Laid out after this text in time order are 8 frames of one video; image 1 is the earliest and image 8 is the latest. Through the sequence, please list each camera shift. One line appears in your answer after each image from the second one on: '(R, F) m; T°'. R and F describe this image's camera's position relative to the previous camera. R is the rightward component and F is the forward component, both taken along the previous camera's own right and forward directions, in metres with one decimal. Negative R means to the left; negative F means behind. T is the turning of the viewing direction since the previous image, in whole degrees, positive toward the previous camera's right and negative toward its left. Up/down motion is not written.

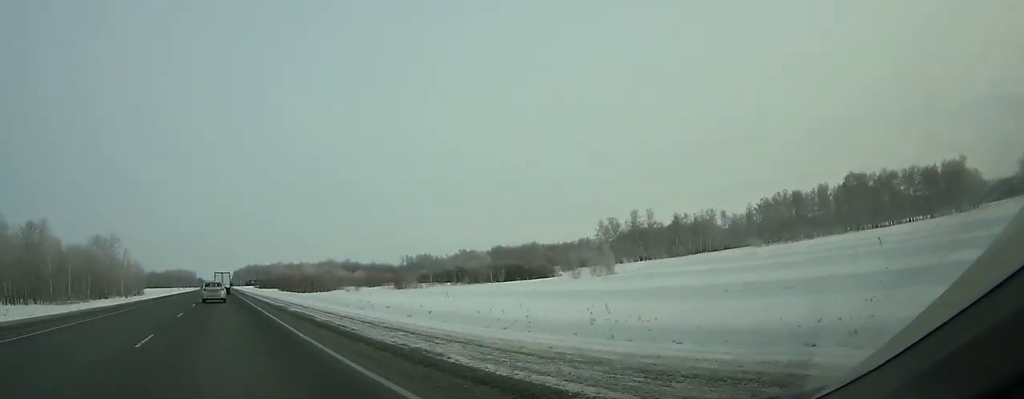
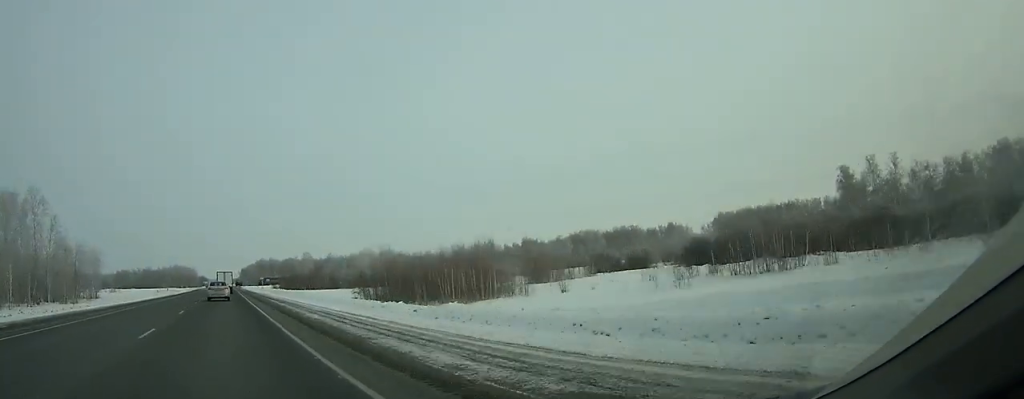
(+0.3, +93.9) m; 0°
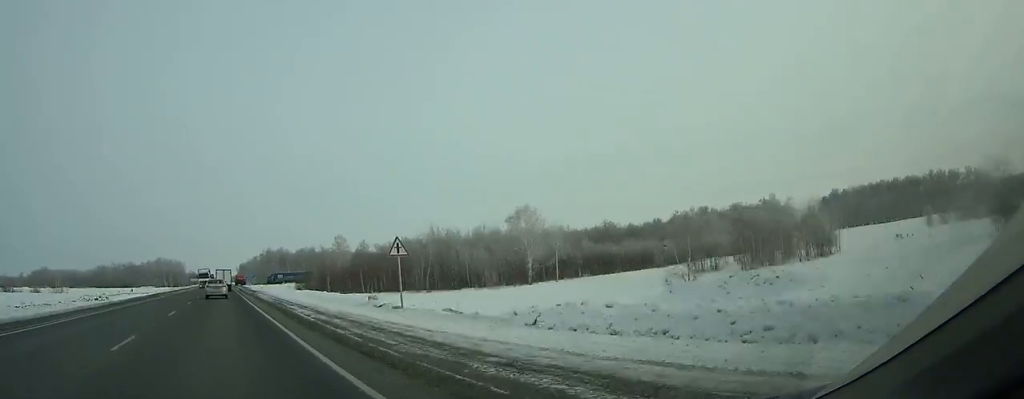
(-0.5, +86.1) m; 0°
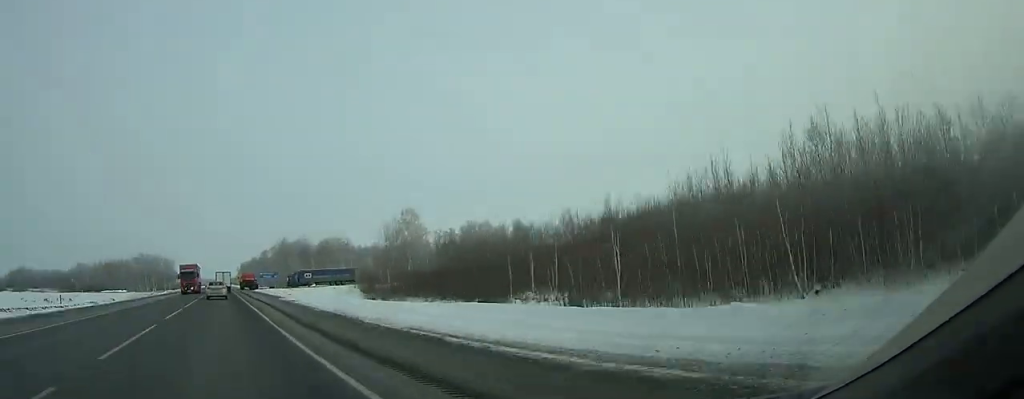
(+0.2, +71.9) m; 0°
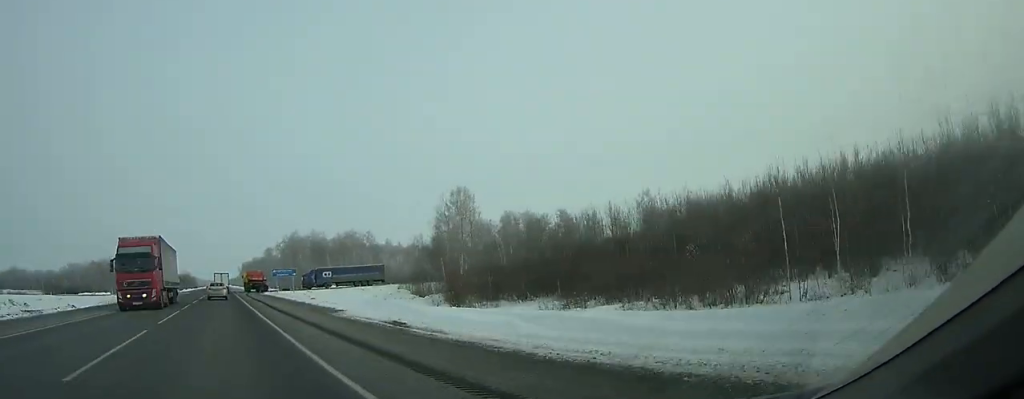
(+0.1, +26.9) m; 0°
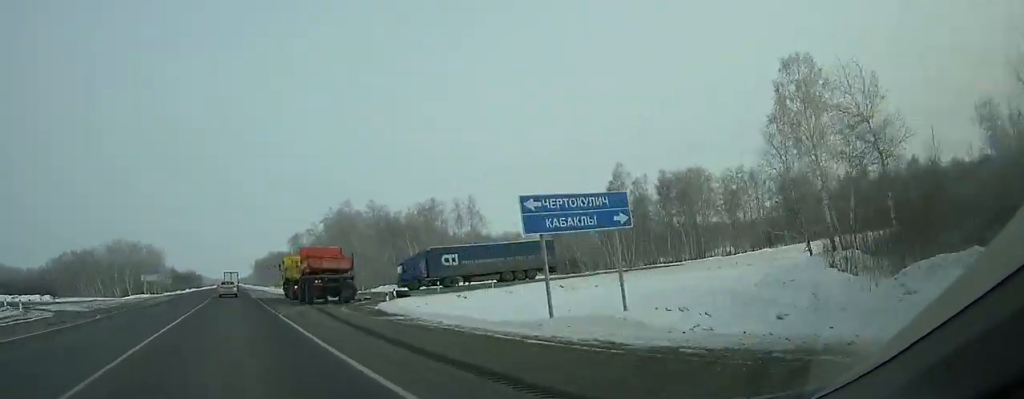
(+0.1, +63.0) m; +1°
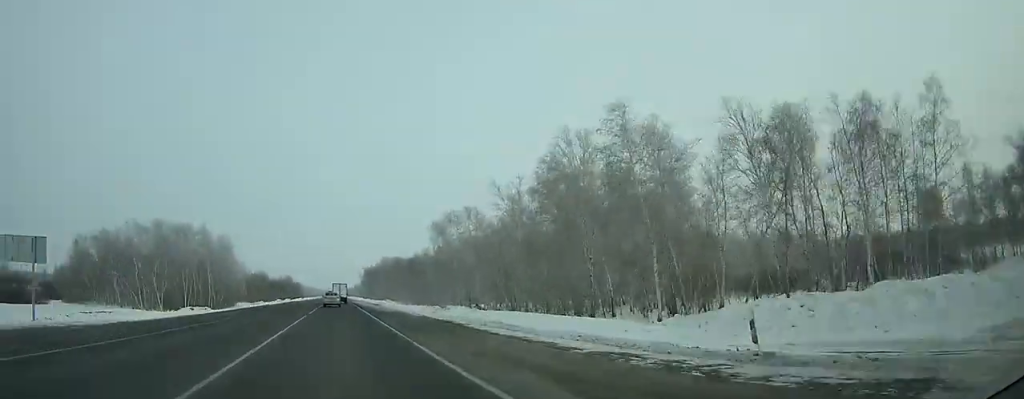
(+0.5, +68.5) m; 0°
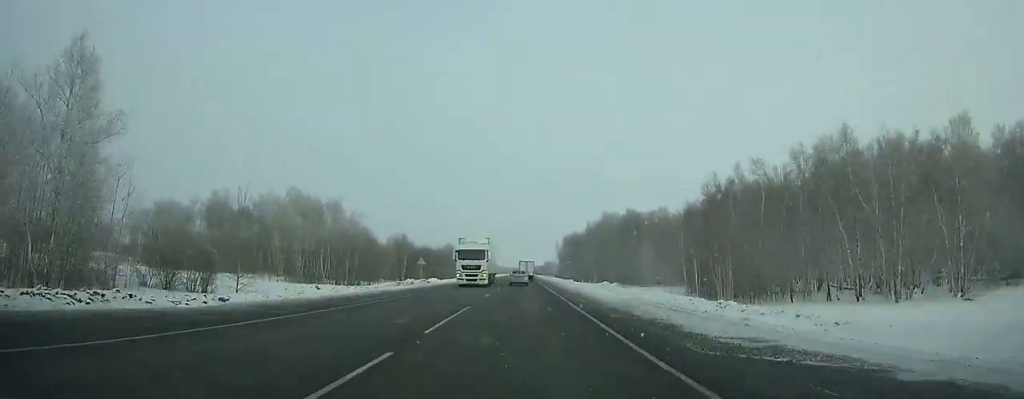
(-0.5, +109.7) m; 0°
